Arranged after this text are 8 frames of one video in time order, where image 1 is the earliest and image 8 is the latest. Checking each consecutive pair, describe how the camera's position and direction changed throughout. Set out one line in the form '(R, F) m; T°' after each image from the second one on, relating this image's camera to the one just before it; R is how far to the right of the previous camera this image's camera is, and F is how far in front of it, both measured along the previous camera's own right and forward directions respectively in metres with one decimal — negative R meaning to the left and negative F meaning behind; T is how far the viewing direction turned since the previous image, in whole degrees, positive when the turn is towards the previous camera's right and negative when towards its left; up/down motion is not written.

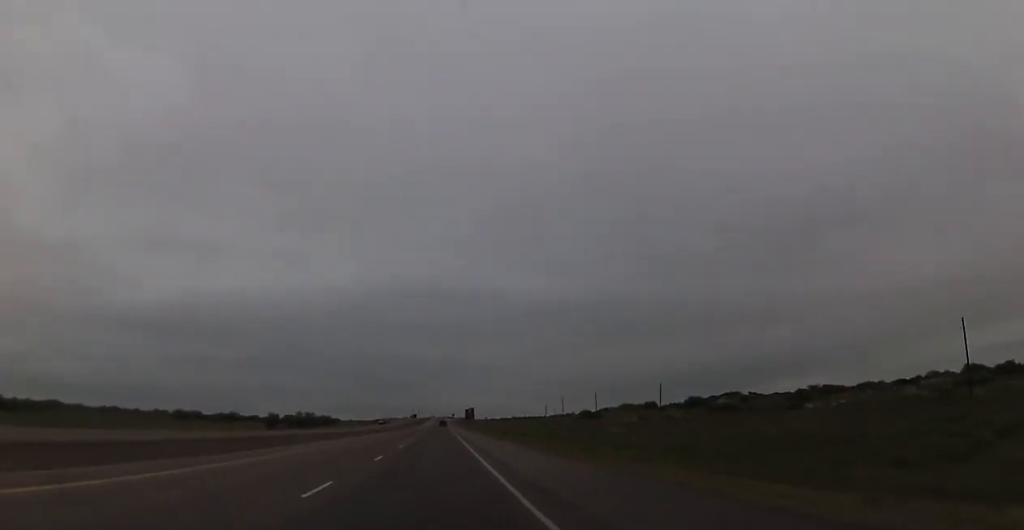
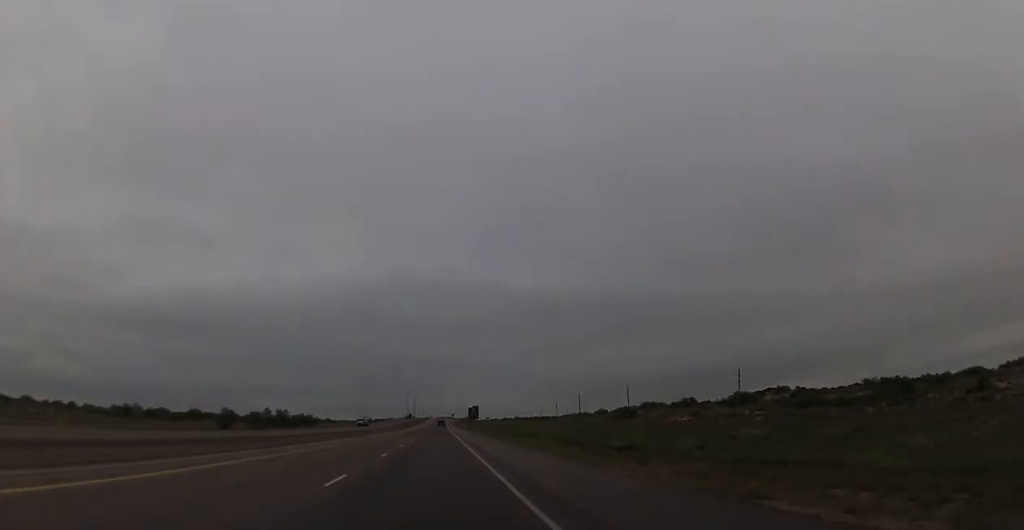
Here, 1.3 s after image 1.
(-0.4, +46.6) m; -1°
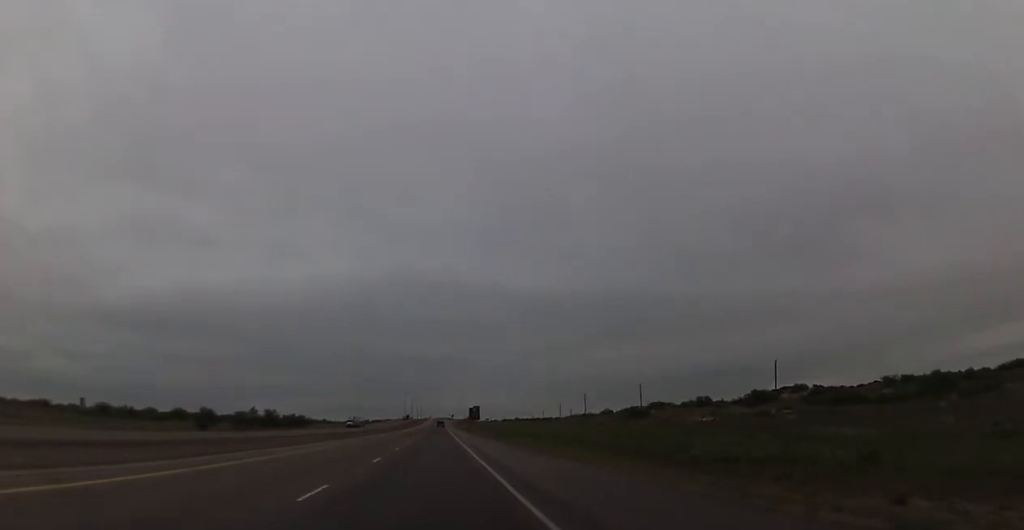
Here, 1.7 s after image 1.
(0.0, +14.7) m; 0°
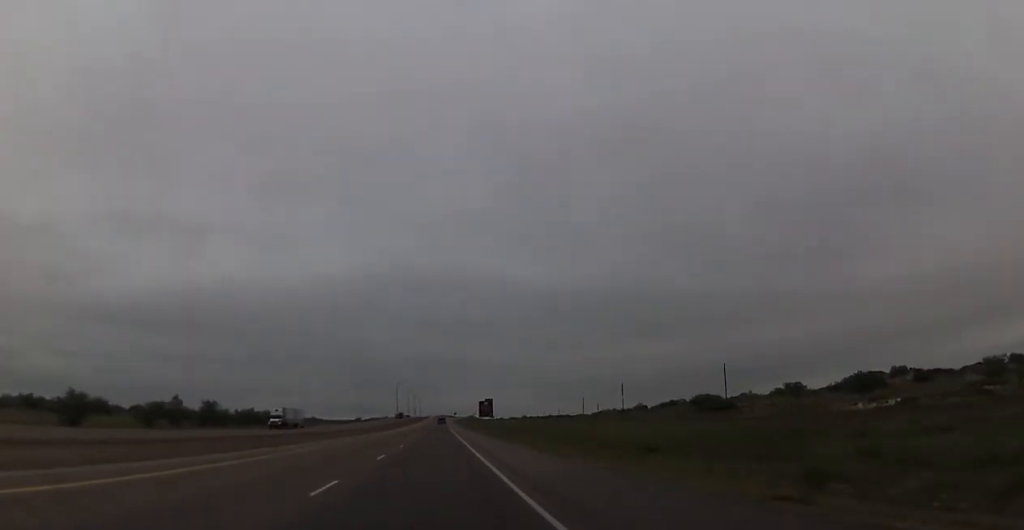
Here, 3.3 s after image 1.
(+0.8, +60.1) m; +1°
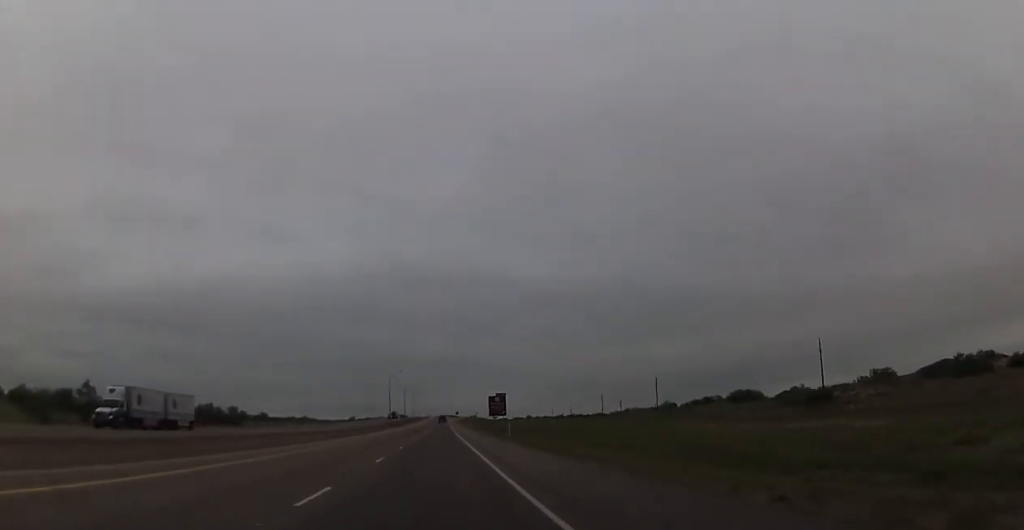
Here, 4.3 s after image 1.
(-0.5, +37.9) m; -1°
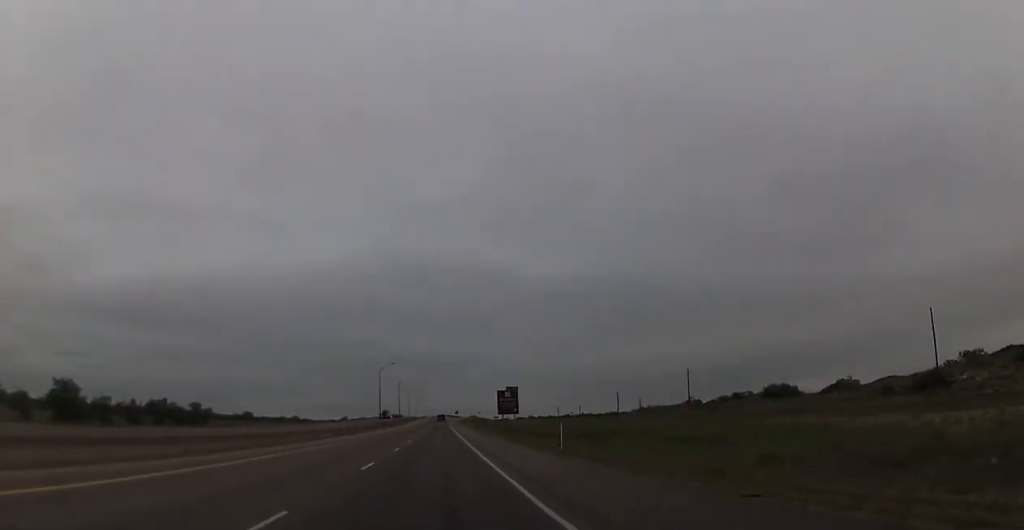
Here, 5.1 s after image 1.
(0.0, +28.2) m; +1°
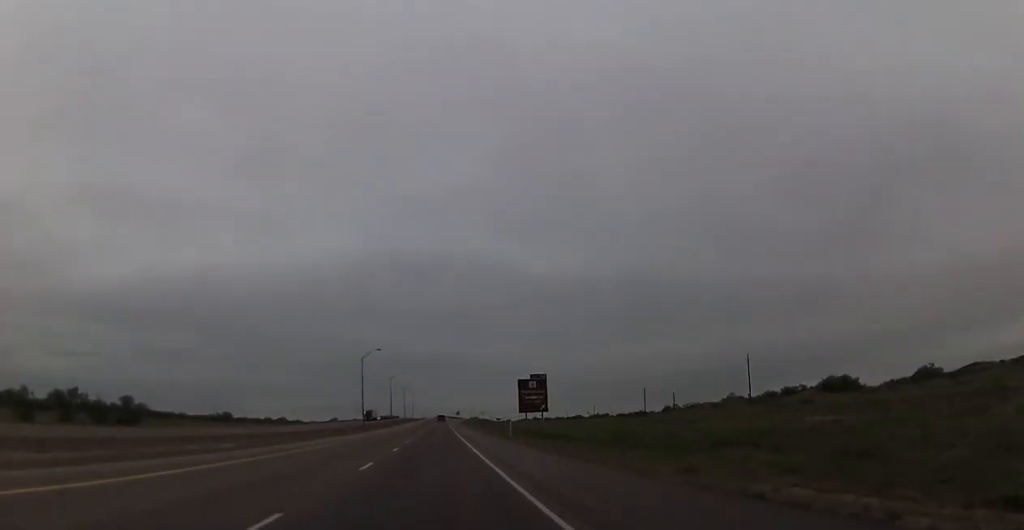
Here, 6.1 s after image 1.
(+0.4, +36.8) m; 0°
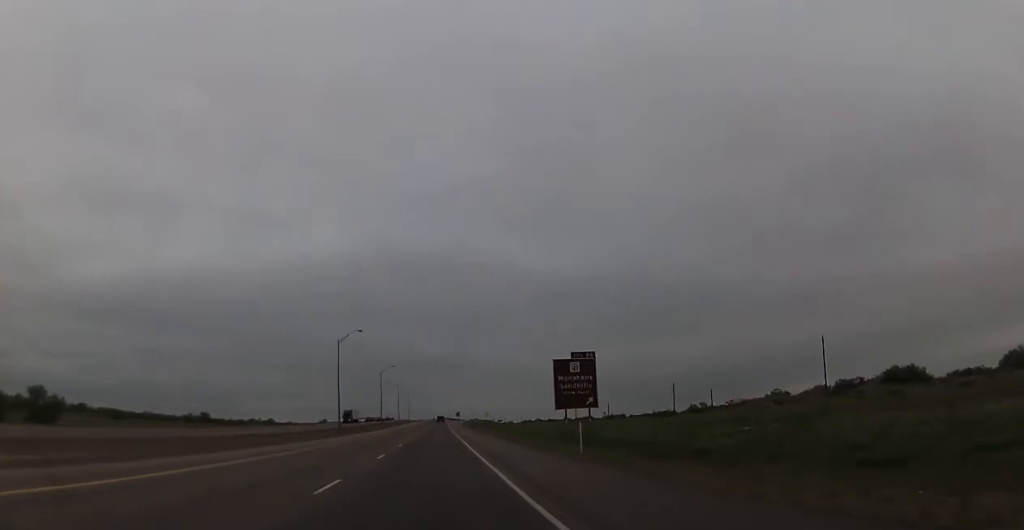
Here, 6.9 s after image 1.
(-0.2, +30.6) m; 0°
